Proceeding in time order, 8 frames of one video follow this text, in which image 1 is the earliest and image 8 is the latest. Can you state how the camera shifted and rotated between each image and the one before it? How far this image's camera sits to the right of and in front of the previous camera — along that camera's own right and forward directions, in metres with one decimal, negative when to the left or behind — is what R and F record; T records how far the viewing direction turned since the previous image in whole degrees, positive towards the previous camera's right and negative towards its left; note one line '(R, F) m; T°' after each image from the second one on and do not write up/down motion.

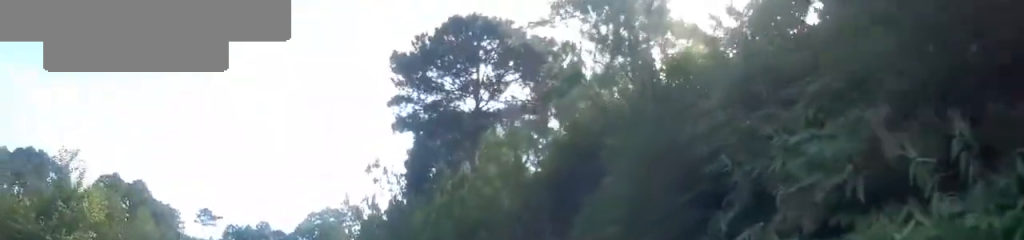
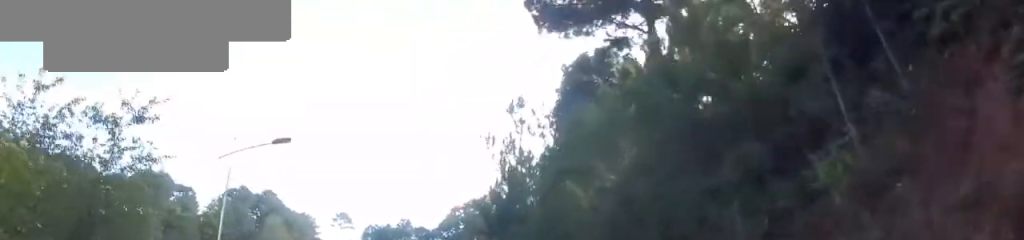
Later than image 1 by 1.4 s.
(-0.1, +11.3) m; -13°
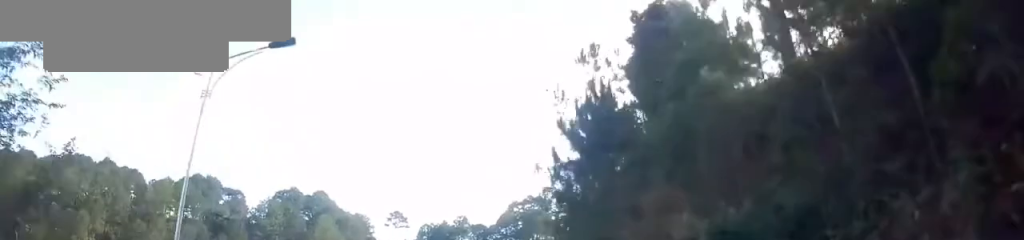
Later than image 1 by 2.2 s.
(-1.2, +6.0) m; -10°
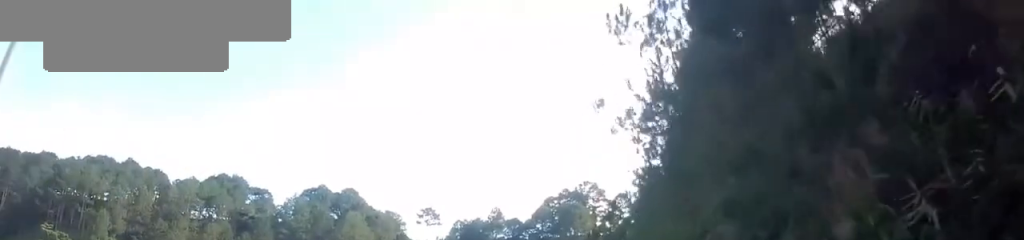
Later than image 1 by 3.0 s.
(-0.5, +7.1) m; -7°
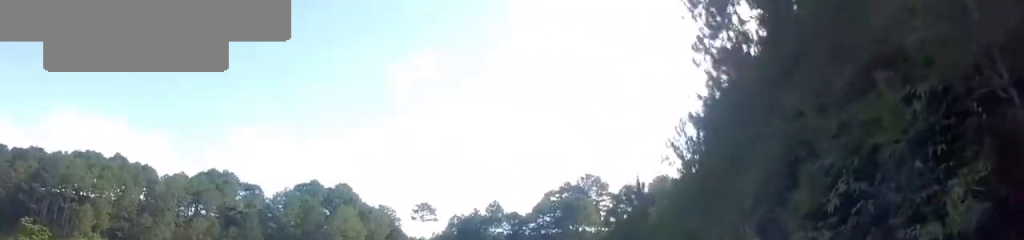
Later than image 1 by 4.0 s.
(-0.5, +8.9) m; -3°
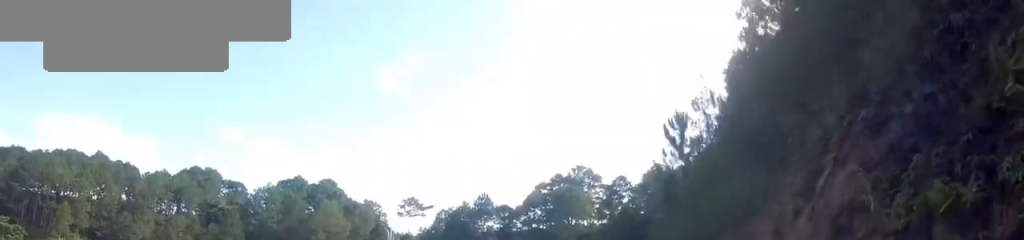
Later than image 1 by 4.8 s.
(-0.2, +6.6) m; +2°
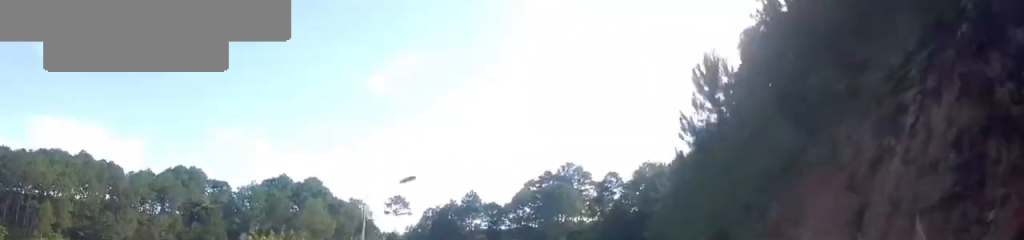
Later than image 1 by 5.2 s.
(+0.3, +3.9) m; +2°
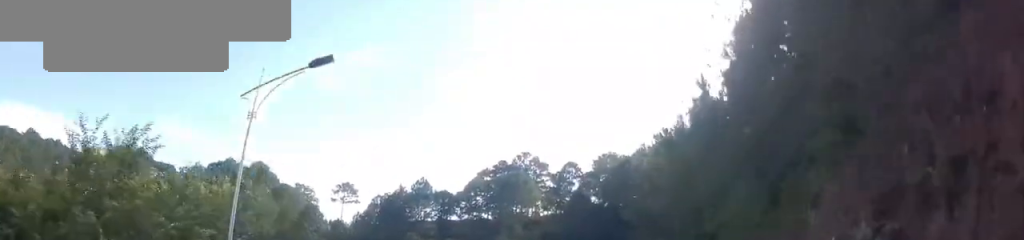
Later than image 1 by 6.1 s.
(+0.2, +8.3) m; +5°
